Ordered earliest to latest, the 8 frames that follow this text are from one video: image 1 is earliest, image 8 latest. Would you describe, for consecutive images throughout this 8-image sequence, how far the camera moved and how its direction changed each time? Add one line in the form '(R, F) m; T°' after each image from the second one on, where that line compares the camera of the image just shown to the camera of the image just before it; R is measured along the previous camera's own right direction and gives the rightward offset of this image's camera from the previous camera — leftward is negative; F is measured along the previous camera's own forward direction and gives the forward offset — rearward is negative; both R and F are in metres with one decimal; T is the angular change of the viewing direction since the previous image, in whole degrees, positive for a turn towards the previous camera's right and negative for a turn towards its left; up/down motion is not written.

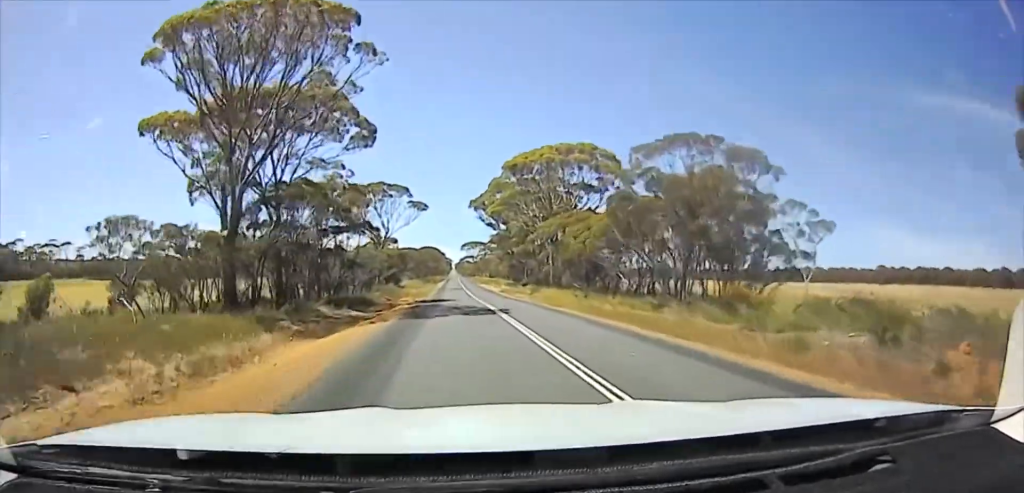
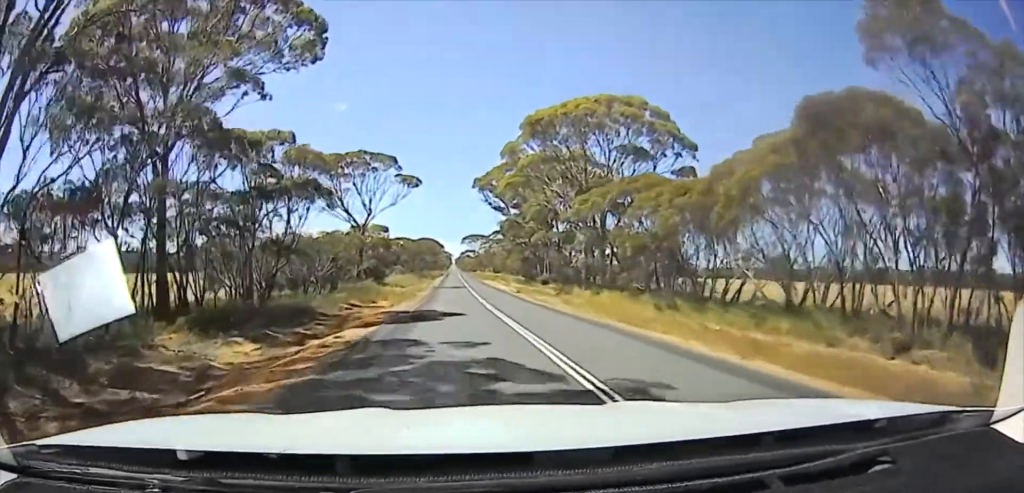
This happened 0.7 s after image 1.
(0.0, +23.4) m; 0°
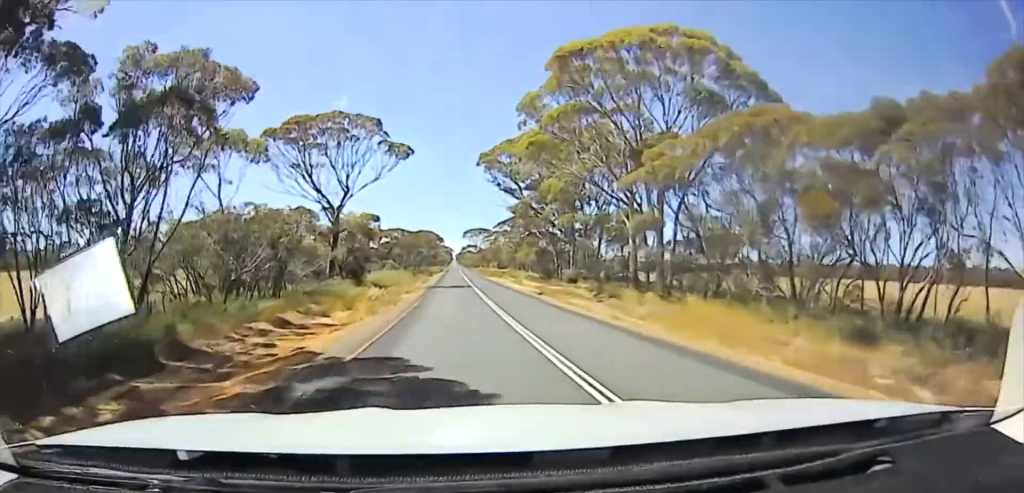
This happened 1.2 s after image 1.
(0.0, +17.1) m; 0°
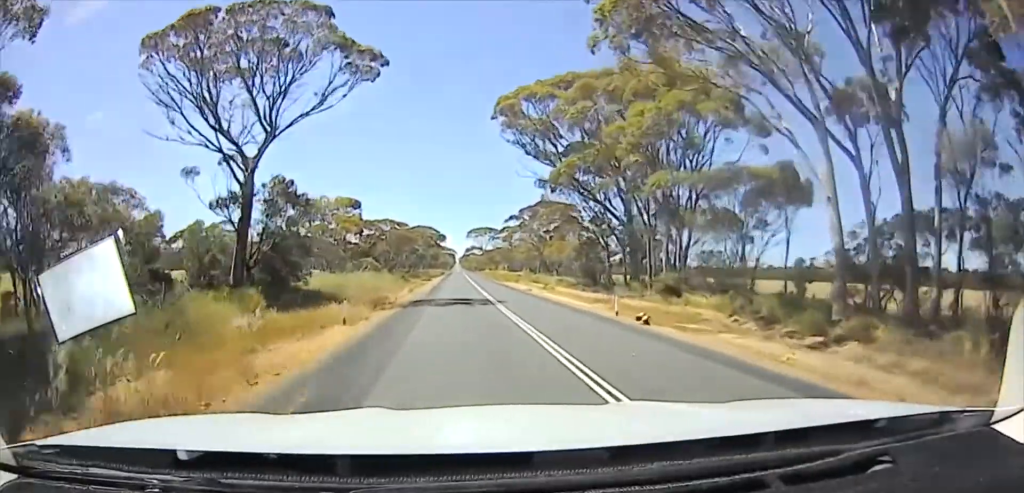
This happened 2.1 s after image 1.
(0.0, +30.6) m; +1°
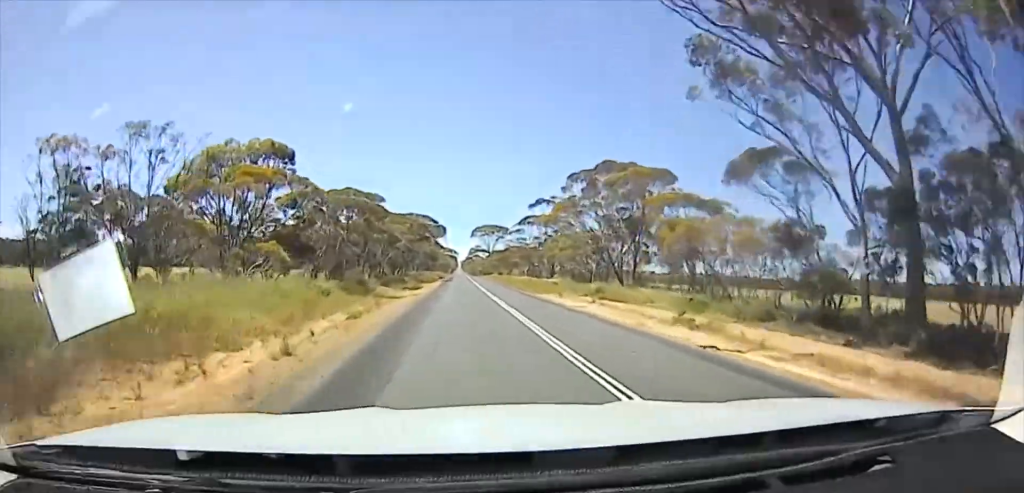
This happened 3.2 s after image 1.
(+0.7, +42.1) m; +2°
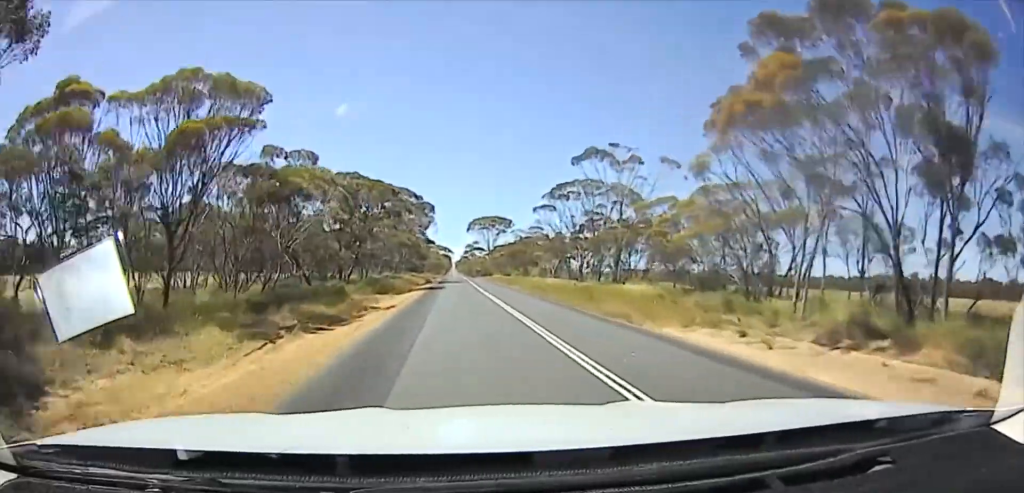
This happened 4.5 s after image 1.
(+0.3, +40.2) m; -1°
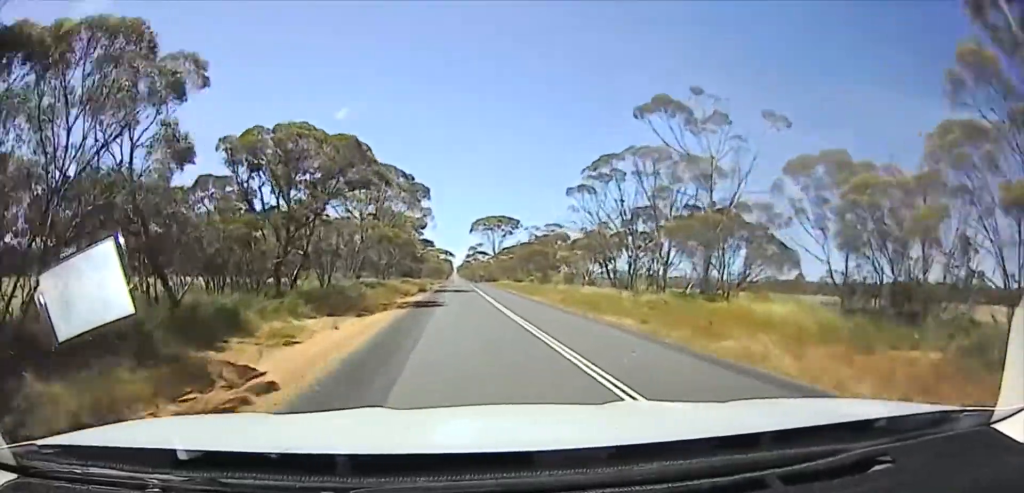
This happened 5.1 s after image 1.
(-0.4, +18.2) m; -1°
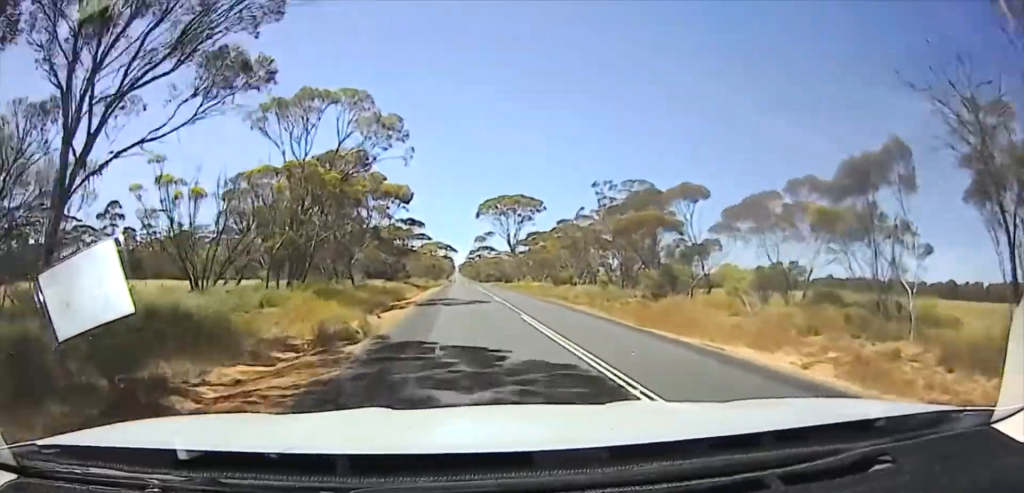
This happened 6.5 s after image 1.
(-0.2, +38.8) m; 0°
